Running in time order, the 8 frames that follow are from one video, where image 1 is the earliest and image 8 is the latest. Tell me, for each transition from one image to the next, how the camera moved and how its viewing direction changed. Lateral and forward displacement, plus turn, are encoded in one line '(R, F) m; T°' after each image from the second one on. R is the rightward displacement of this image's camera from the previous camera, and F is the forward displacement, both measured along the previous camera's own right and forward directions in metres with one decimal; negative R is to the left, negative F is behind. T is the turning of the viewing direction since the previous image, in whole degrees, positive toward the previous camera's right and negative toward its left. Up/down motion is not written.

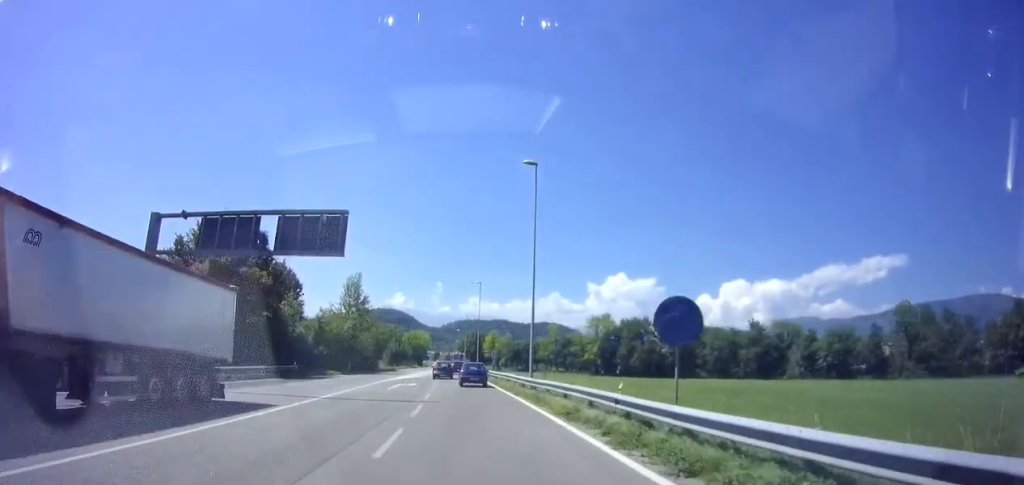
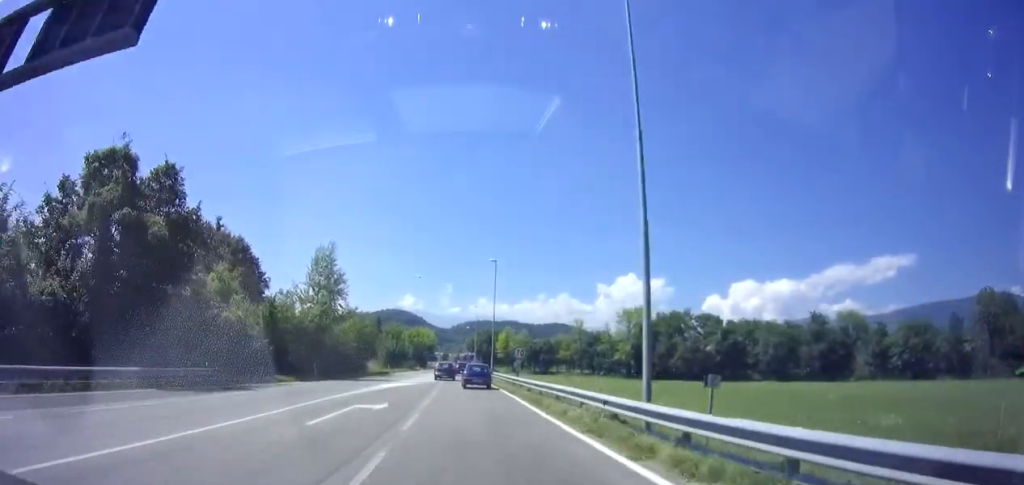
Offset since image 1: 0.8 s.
(0.0, +14.6) m; -1°
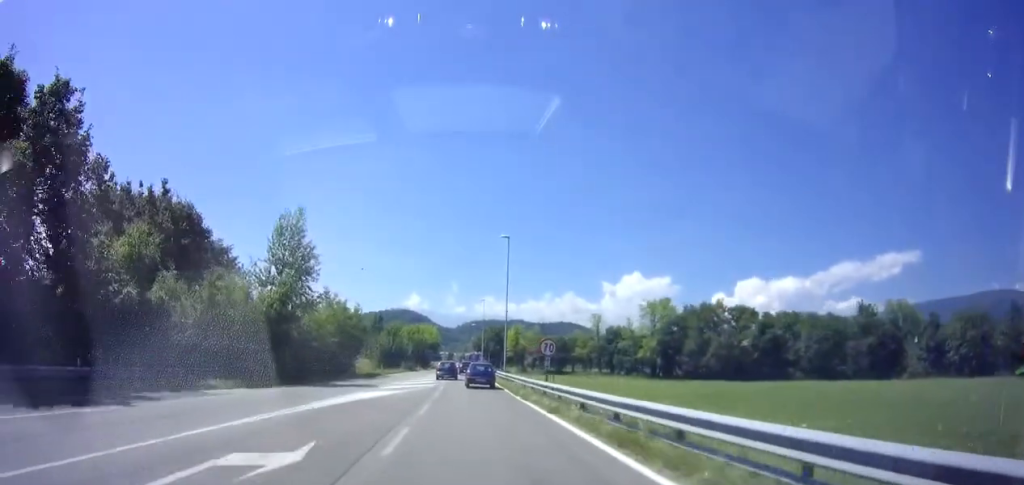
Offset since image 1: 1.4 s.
(-0.2, +9.3) m; -1°
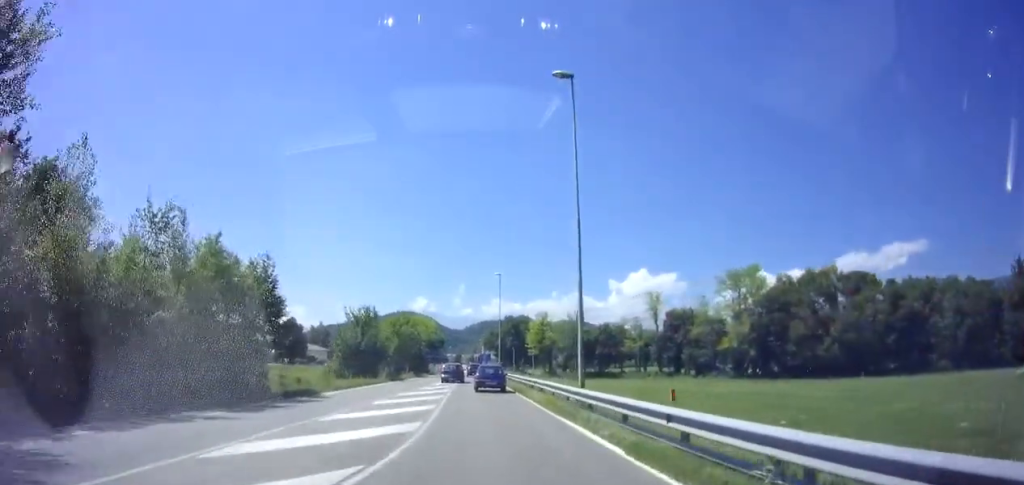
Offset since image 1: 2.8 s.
(0.0, +24.5) m; 0°
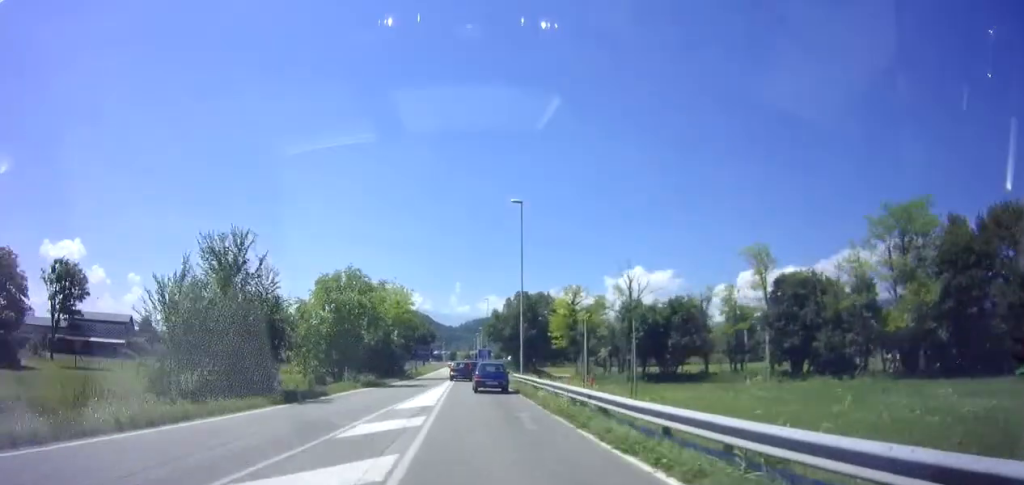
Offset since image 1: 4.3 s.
(-0.3, +25.0) m; -1°
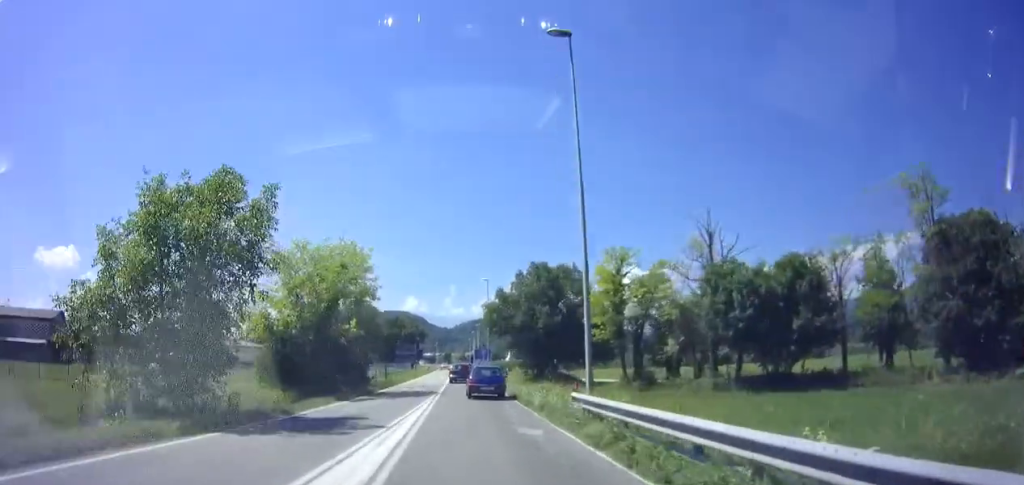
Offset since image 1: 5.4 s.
(+0.2, +18.0) m; +1°
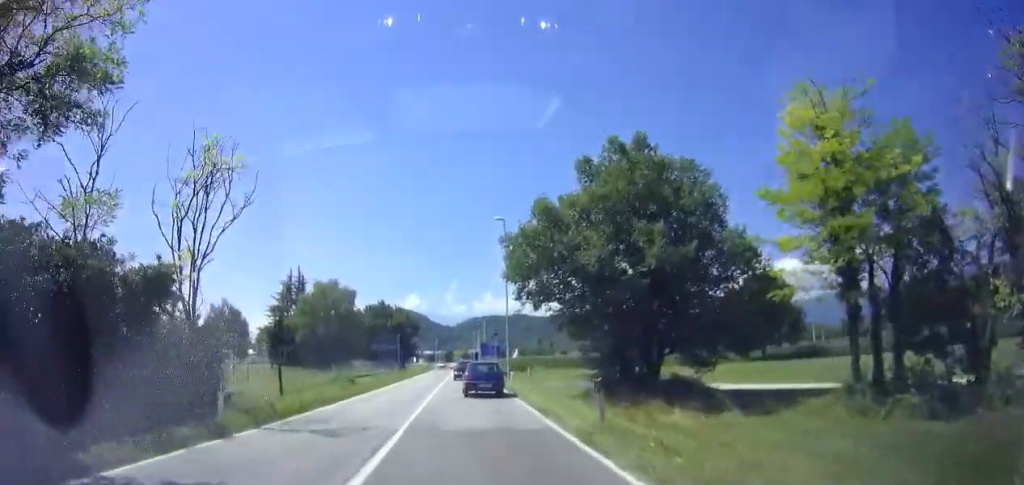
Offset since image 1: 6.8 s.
(-0.1, +22.3) m; +1°
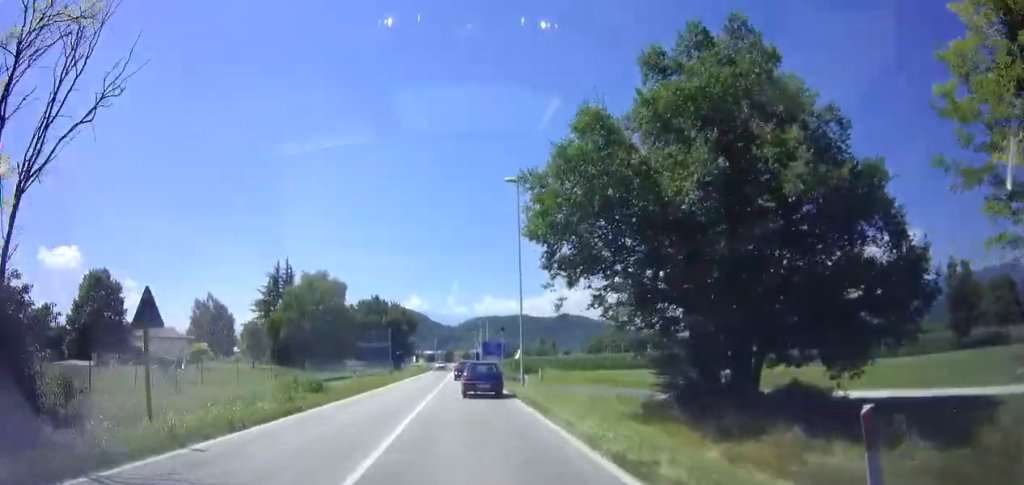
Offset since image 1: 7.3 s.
(+0.2, +7.2) m; 0°
